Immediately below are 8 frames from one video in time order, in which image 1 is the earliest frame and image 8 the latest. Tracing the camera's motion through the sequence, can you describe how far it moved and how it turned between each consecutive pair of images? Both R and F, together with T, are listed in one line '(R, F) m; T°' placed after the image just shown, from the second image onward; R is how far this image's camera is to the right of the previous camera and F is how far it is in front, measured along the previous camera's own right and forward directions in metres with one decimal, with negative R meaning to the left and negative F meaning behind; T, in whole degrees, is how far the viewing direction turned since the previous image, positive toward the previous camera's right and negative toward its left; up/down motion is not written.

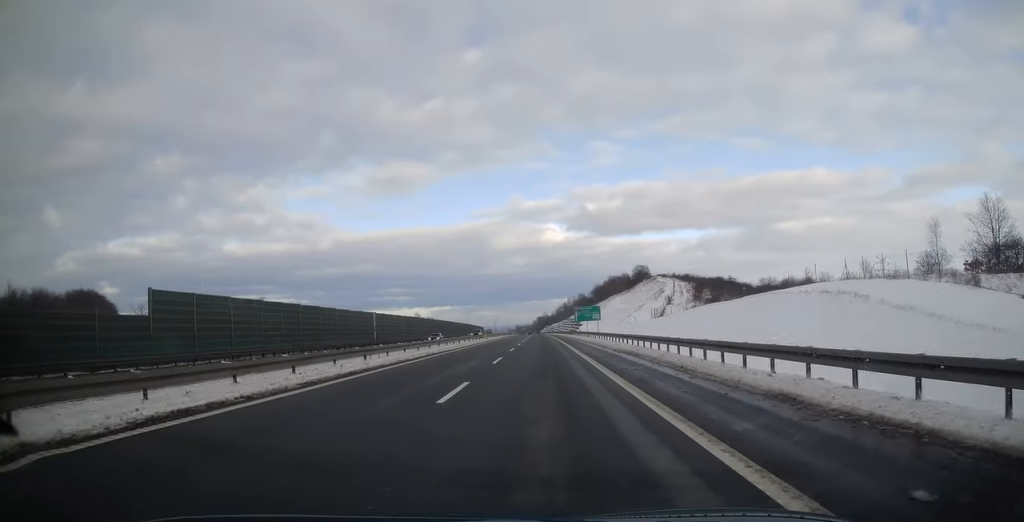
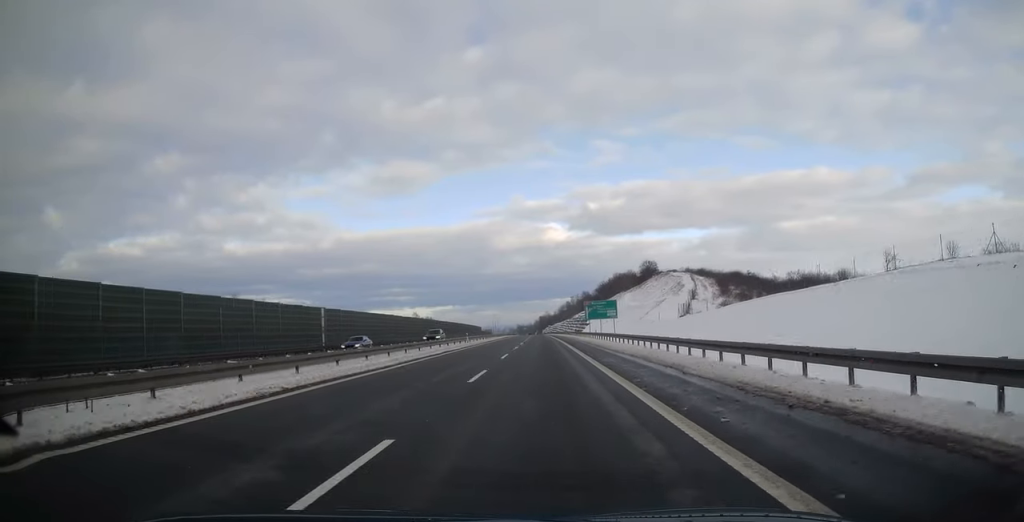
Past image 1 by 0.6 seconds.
(0.0, +19.8) m; 0°
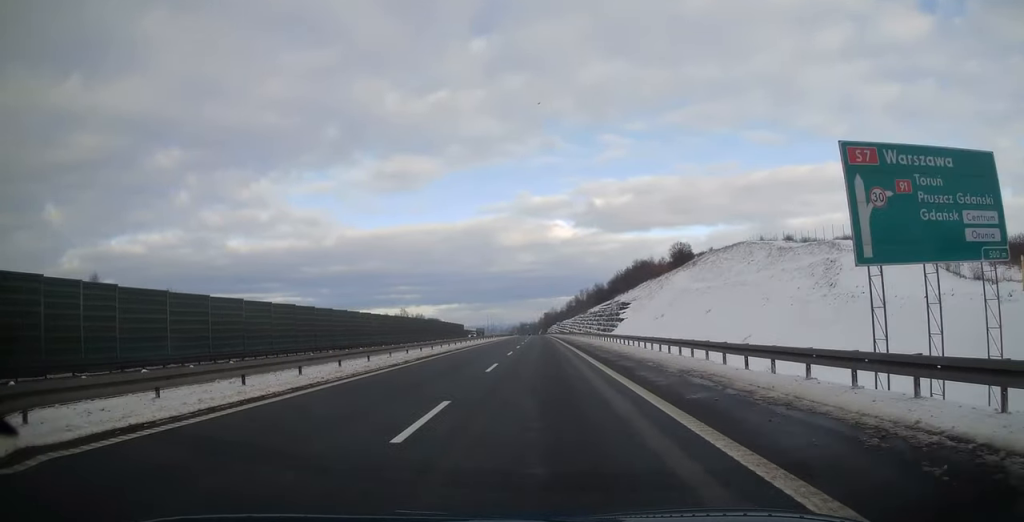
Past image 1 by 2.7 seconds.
(-0.1, +67.9) m; 0°
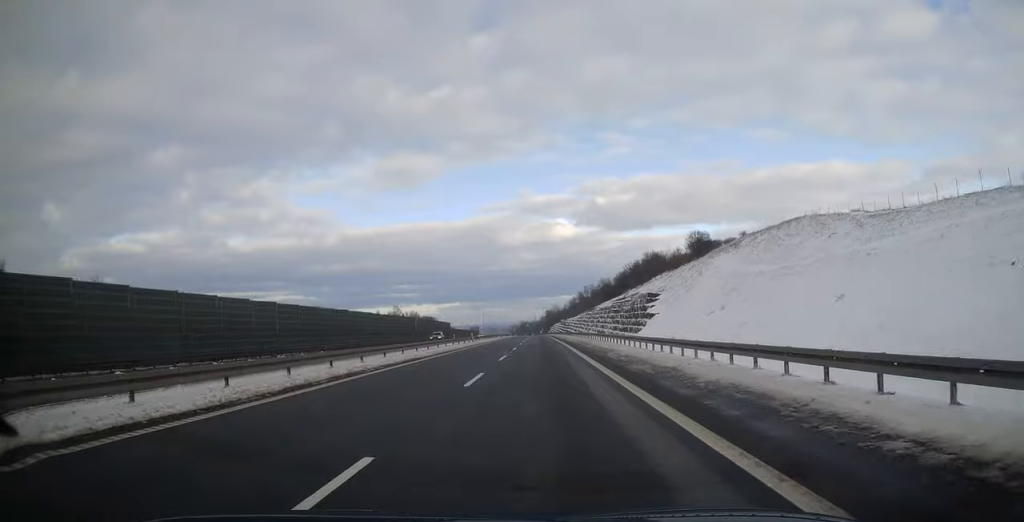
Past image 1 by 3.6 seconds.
(0.0, +28.9) m; 0°
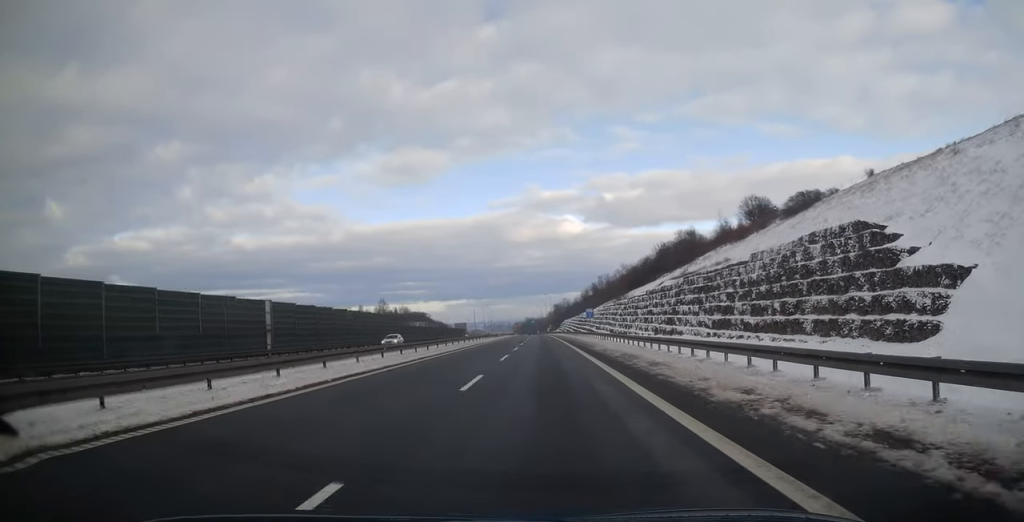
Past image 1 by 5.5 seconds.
(0.0, +61.0) m; 0°
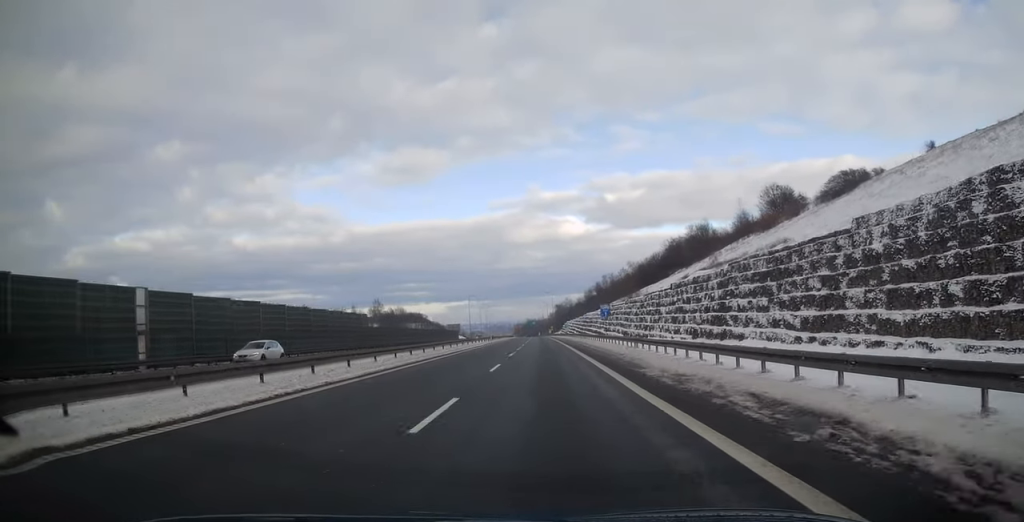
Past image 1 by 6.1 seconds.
(-0.2, +17.1) m; 0°
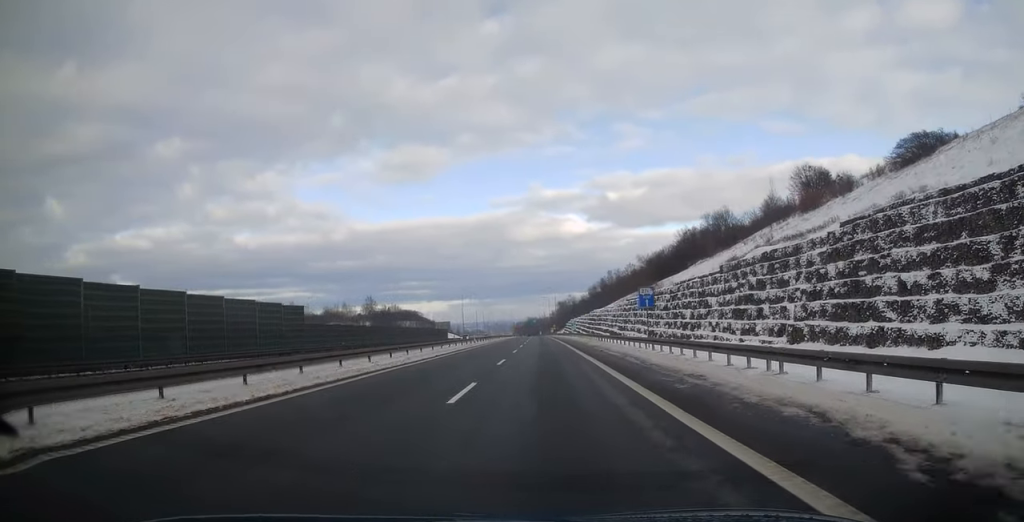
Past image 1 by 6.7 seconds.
(-0.1, +20.9) m; 0°
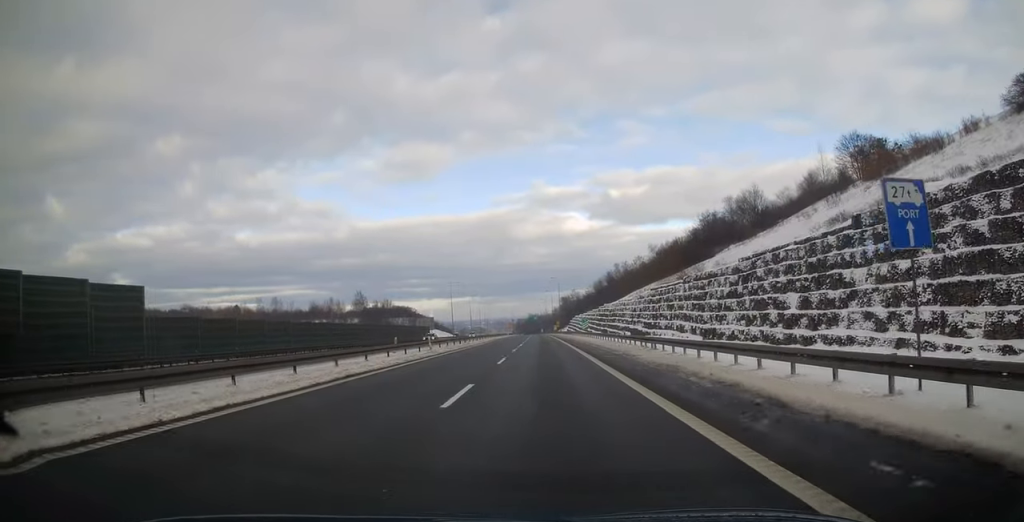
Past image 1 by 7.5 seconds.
(0.0, +24.6) m; 0°
